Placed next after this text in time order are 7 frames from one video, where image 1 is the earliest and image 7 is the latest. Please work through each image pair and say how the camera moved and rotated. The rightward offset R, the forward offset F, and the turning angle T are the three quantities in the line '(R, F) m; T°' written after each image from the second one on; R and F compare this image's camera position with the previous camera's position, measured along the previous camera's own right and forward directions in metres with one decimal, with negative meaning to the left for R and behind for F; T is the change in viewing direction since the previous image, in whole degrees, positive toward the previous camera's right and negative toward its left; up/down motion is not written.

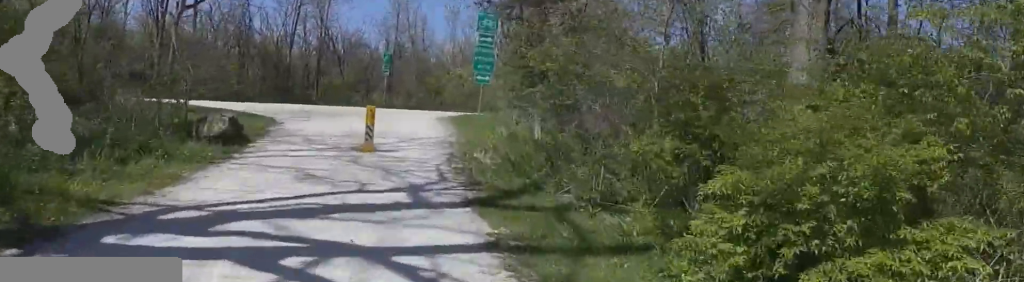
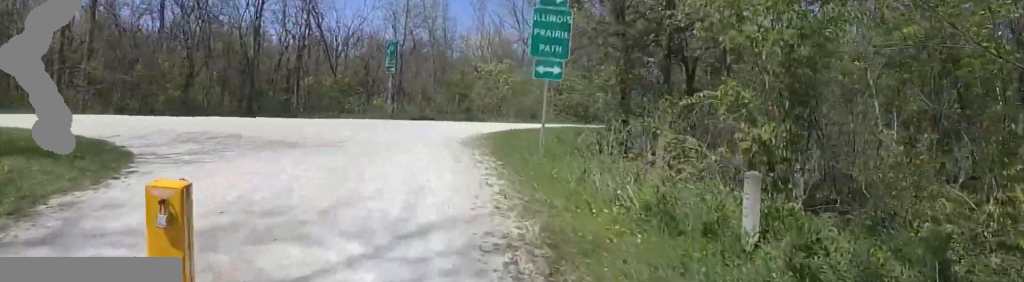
(+0.8, +7.5) m; +1°
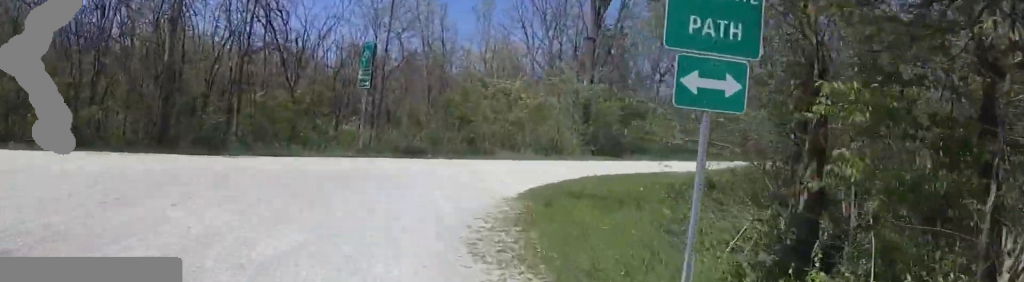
(-1.2, +5.2) m; -7°
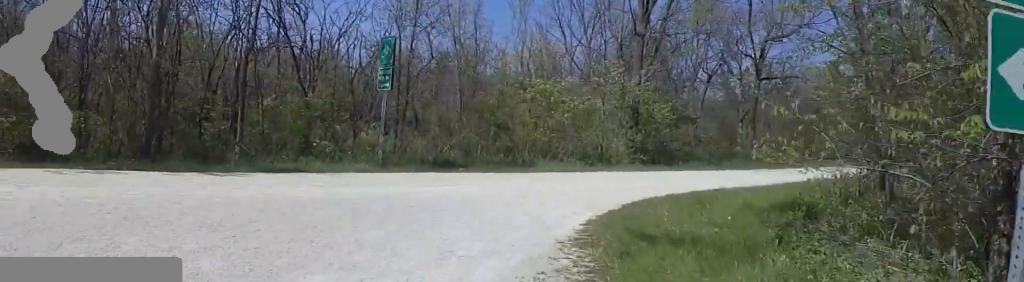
(-0.1, +1.8) m; +8°
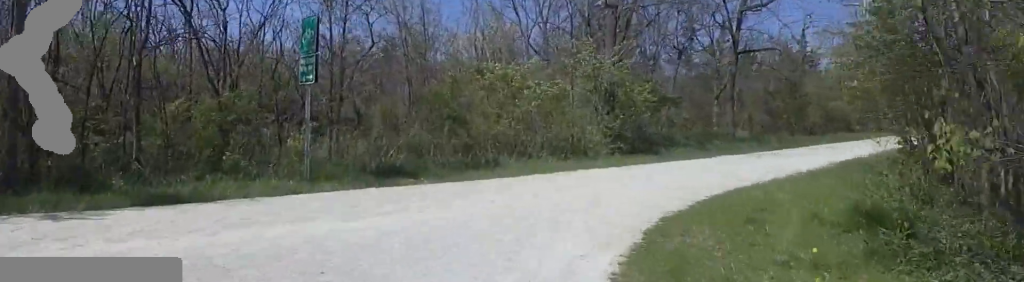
(+0.1, +2.2) m; +12°
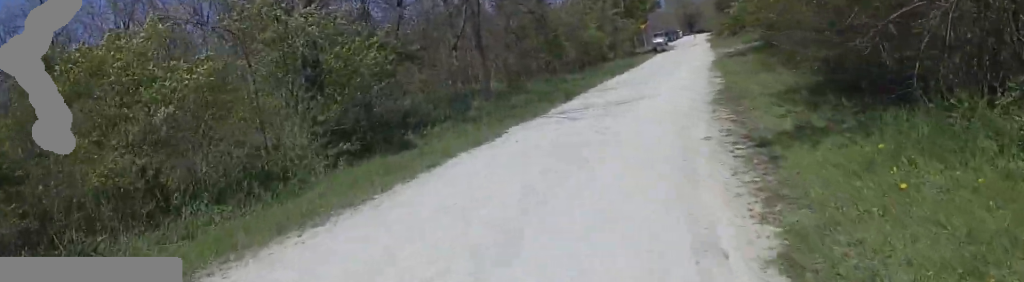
(+2.3, +5.8) m; +22°
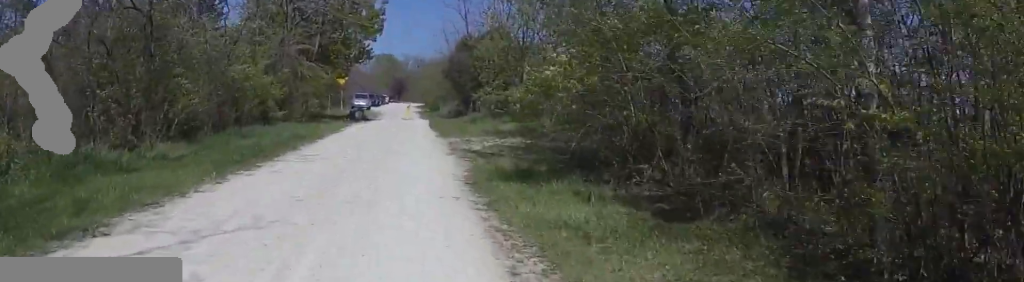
(+2.7, +10.5) m; +20°
